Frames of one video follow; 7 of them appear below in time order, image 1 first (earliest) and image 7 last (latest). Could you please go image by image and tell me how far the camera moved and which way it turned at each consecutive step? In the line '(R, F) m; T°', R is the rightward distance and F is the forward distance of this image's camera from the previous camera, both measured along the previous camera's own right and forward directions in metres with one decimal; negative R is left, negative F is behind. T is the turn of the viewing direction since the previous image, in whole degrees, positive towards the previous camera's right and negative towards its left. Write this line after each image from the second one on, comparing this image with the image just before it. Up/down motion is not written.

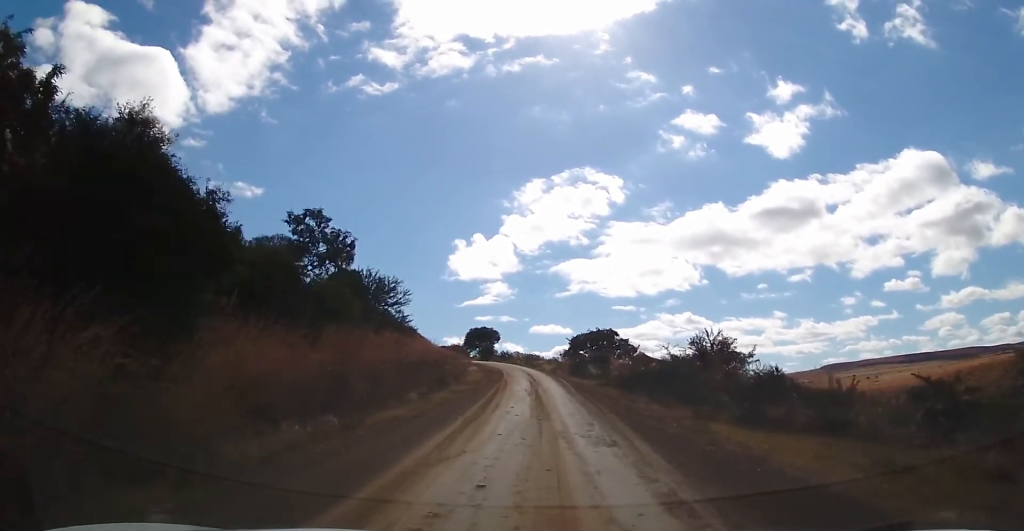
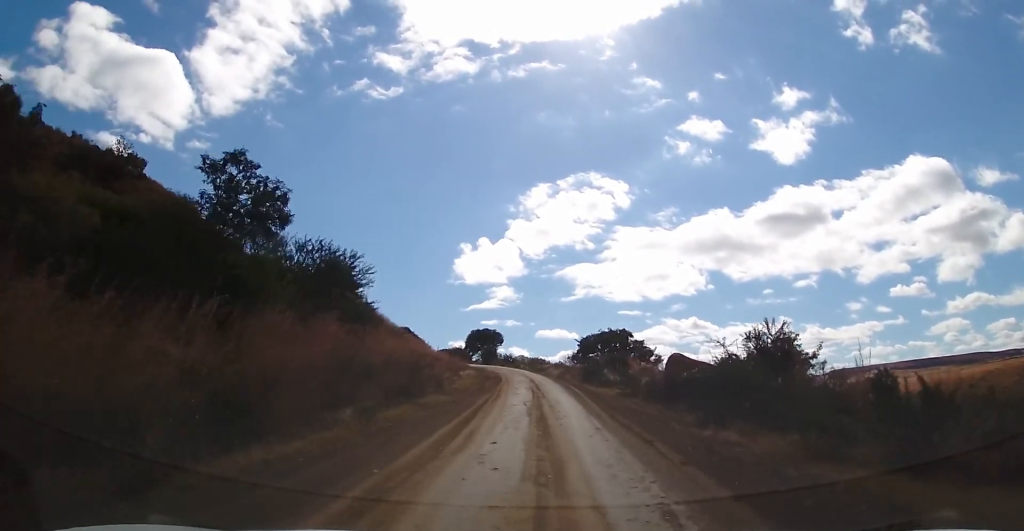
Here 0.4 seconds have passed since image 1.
(+0.1, +8.2) m; -1°
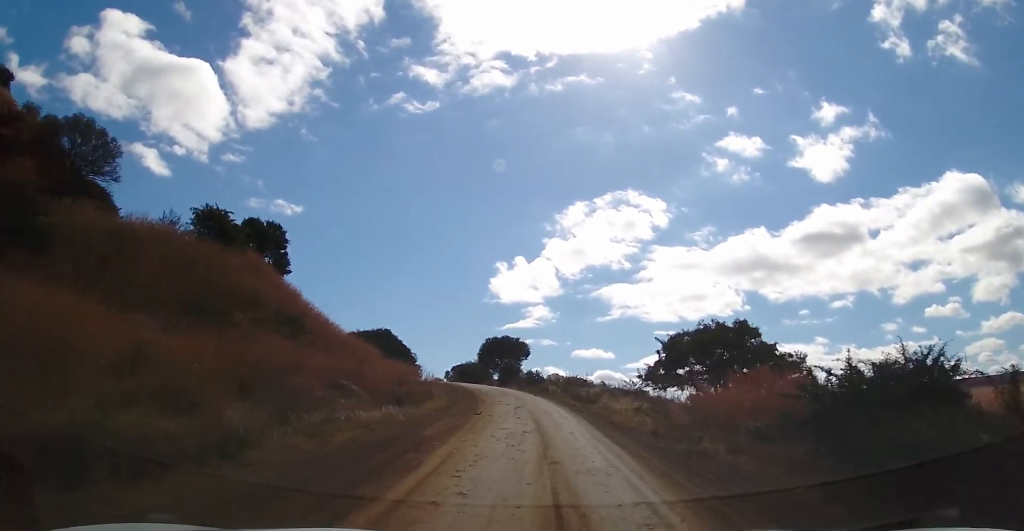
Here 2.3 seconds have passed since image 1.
(-1.3, +35.6) m; -4°
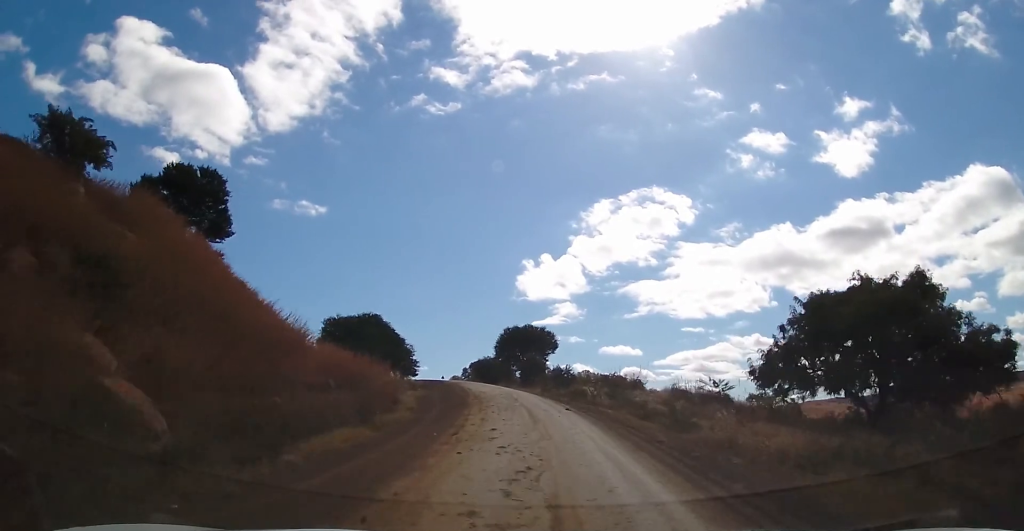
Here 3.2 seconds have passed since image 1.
(-0.2, +16.8) m; -3°
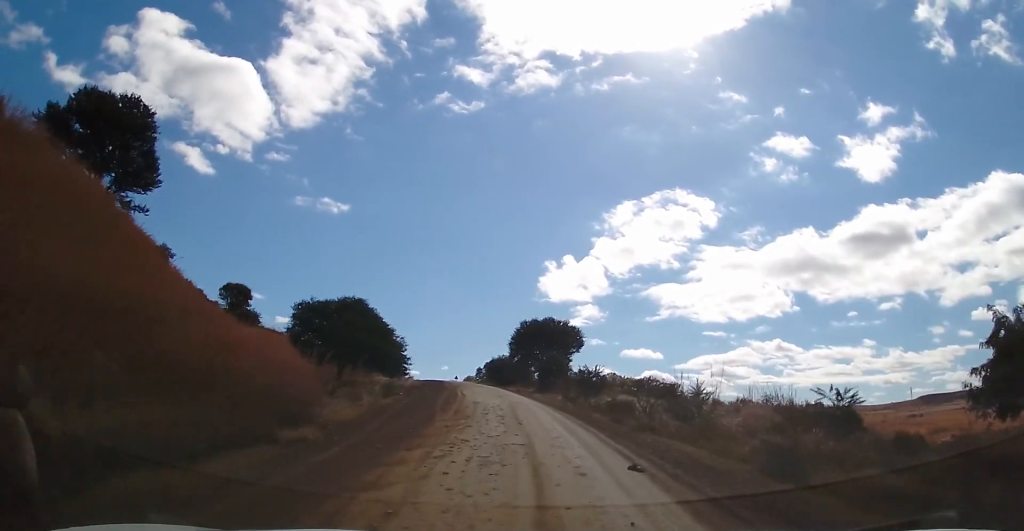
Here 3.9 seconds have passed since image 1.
(-0.1, +12.4) m; -3°
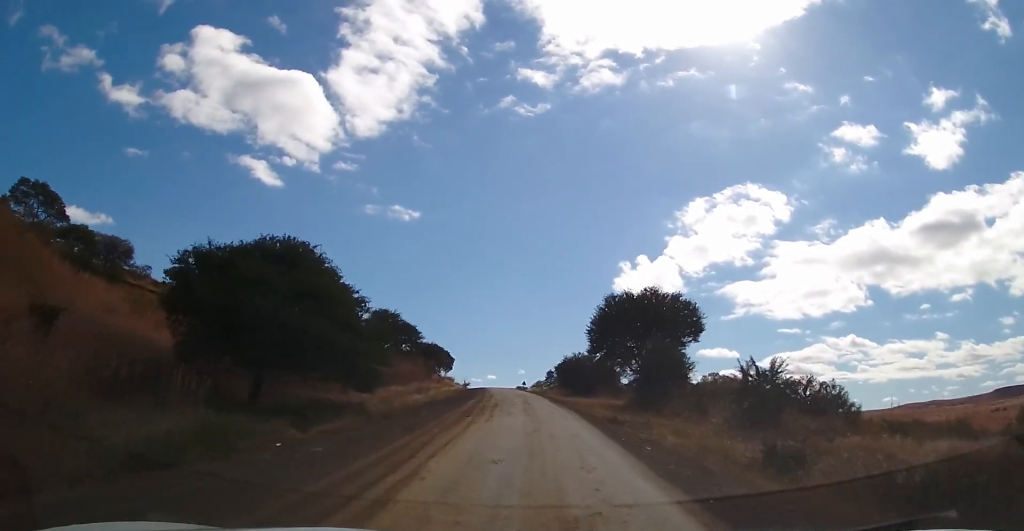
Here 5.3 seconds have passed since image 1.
(-1.9, +25.3) m; -7°
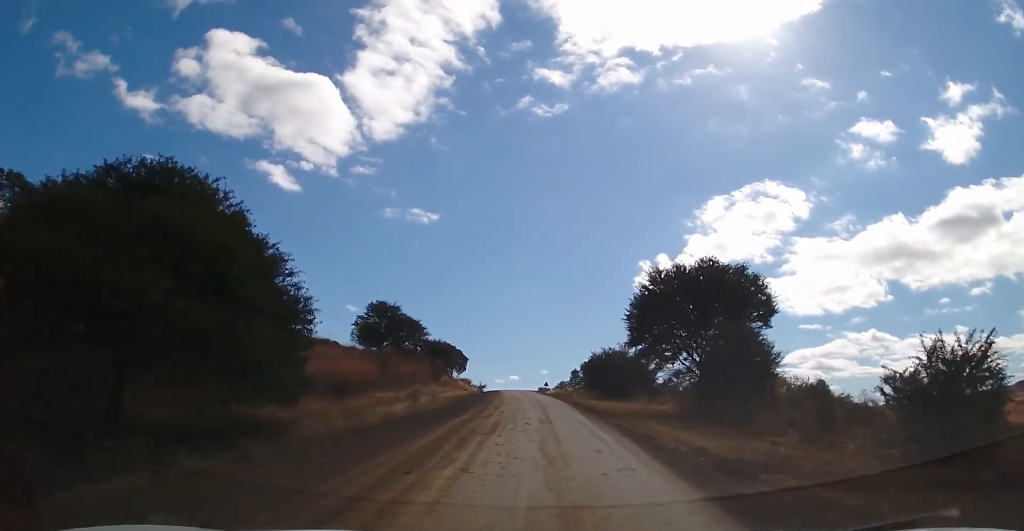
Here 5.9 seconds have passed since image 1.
(-0.2, +10.8) m; -2°
